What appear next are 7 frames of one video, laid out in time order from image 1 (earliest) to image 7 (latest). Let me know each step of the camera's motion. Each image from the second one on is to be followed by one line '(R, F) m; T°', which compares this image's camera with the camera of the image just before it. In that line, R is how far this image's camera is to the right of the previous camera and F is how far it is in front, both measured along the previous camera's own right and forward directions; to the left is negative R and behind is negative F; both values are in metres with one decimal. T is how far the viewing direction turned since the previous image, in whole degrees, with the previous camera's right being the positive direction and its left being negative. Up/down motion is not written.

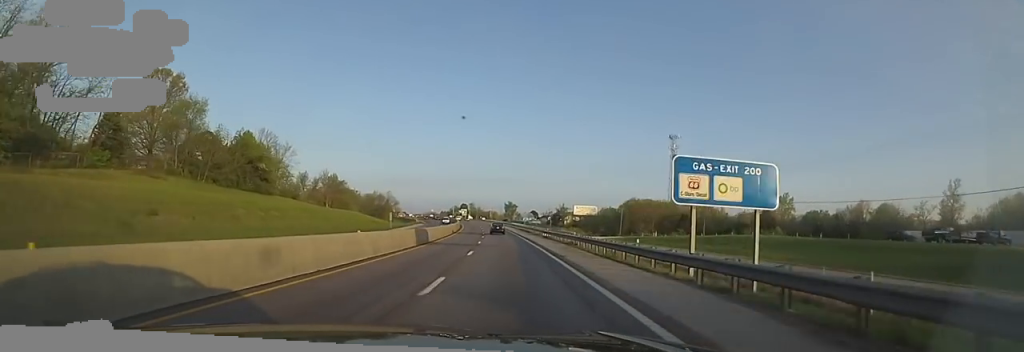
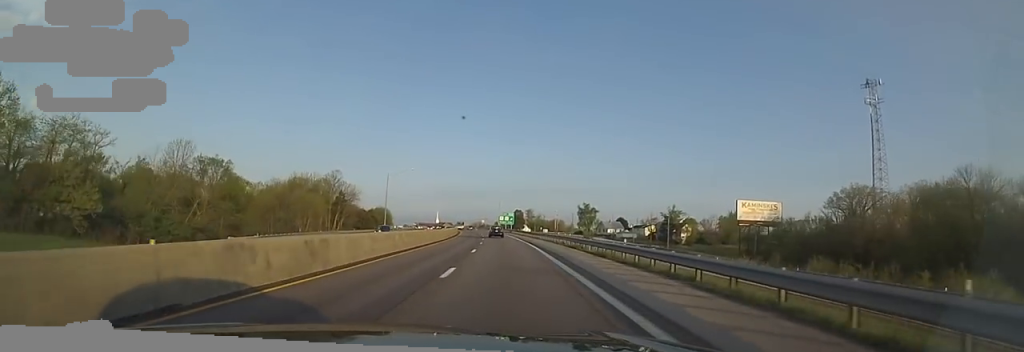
(-9.8, +118.2) m; -11°
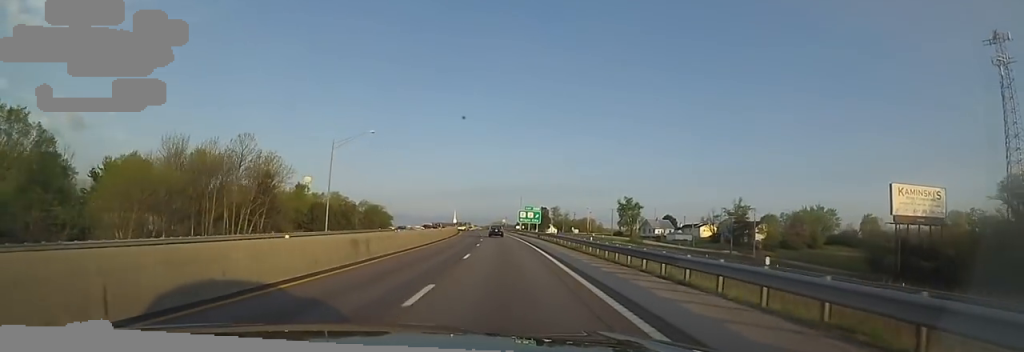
(-0.9, +40.9) m; 0°
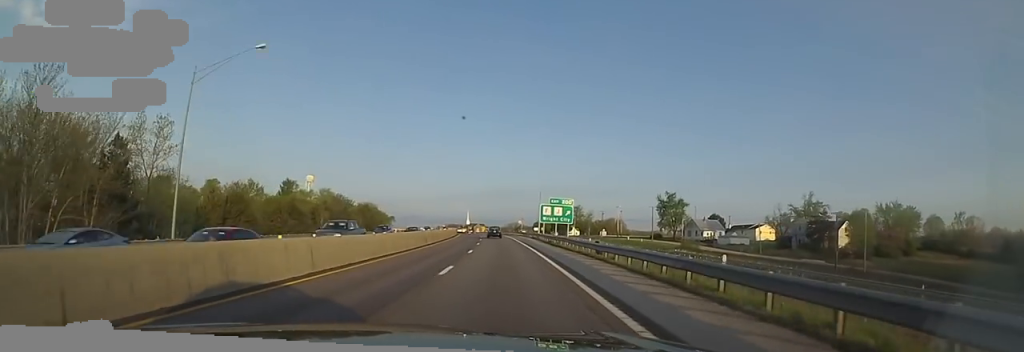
(+0.5, +31.5) m; -1°
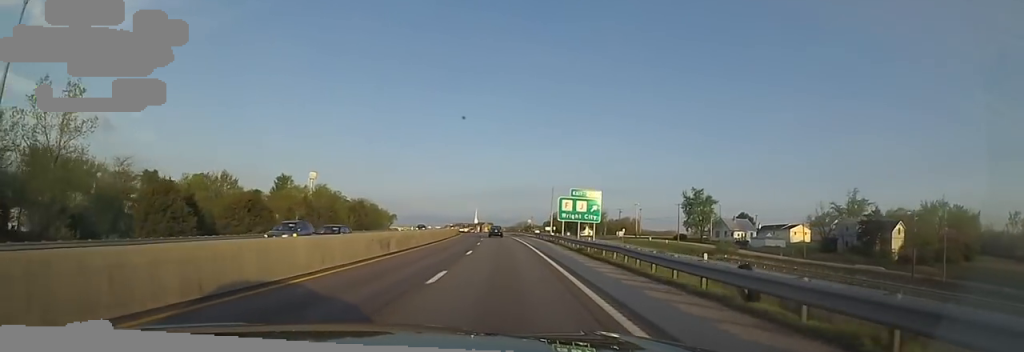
(+0.1, +14.7) m; -2°
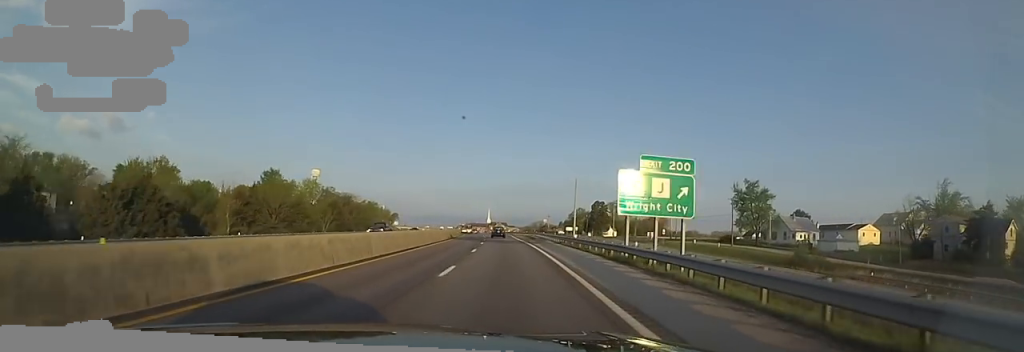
(-1.0, +23.2) m; -2°
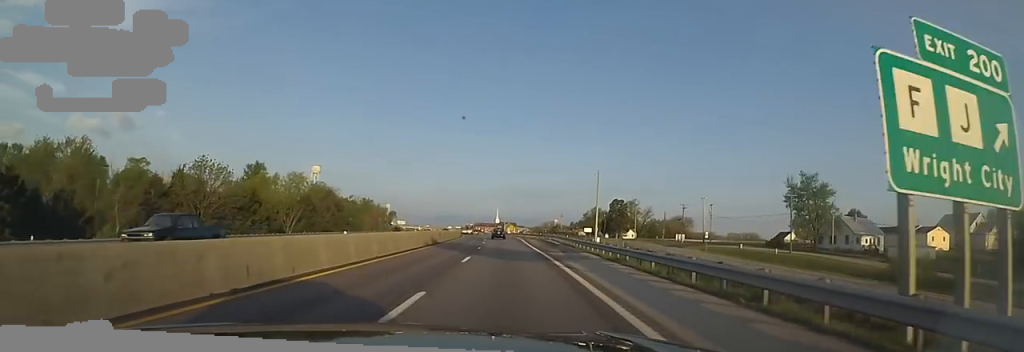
(-0.8, +18.5) m; -1°
